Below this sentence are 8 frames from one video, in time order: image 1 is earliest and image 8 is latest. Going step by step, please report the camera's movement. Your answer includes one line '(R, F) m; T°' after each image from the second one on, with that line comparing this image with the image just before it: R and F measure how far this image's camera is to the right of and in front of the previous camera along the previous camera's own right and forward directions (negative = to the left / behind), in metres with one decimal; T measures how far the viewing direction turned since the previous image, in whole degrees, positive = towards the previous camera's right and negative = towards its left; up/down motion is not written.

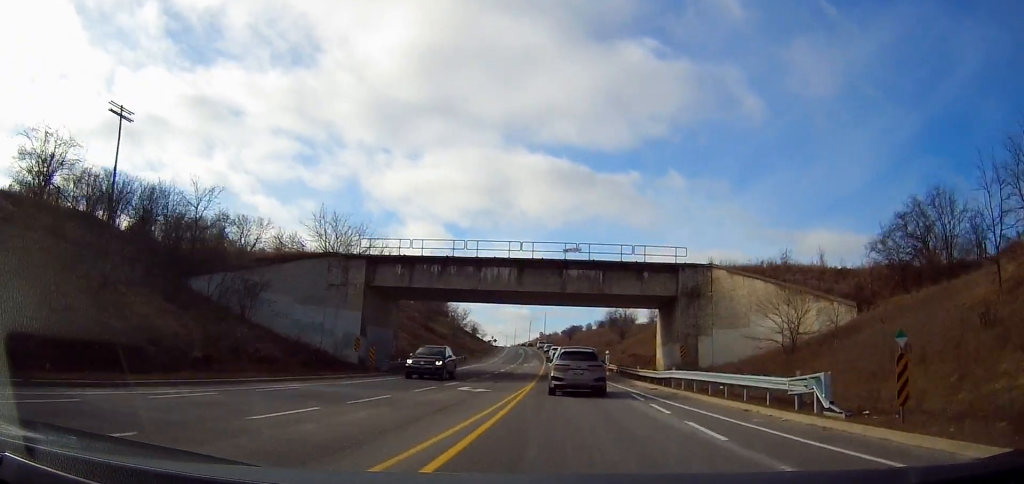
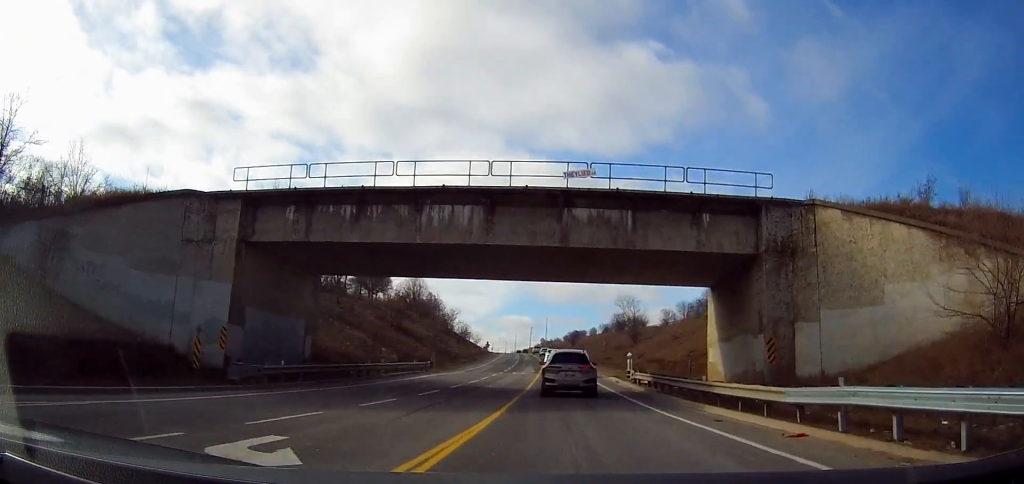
(-0.3, +17.9) m; 0°
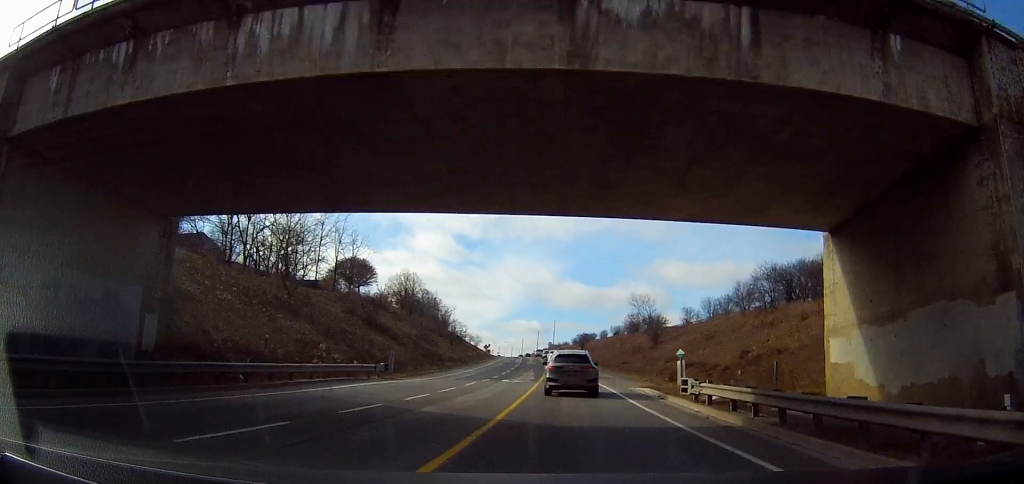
(+0.3, +15.0) m; 0°
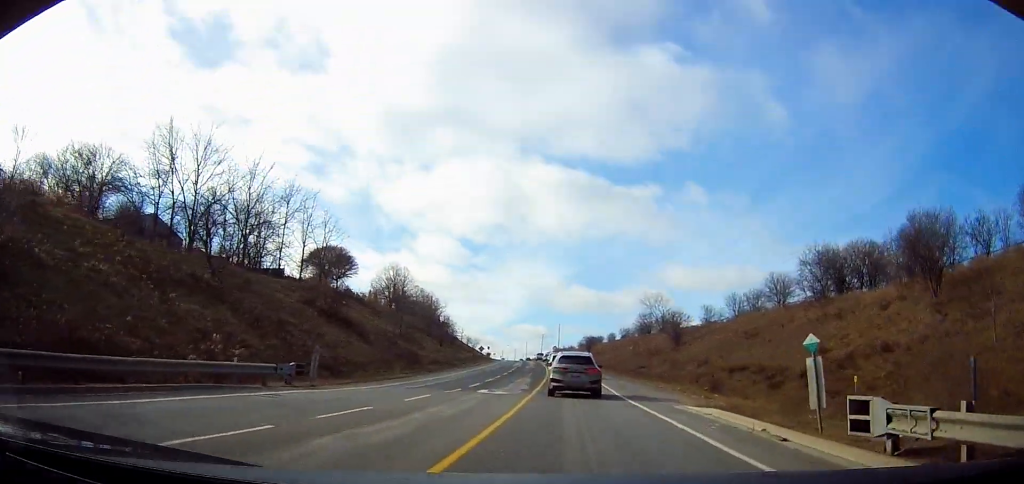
(-0.3, +12.8) m; -1°
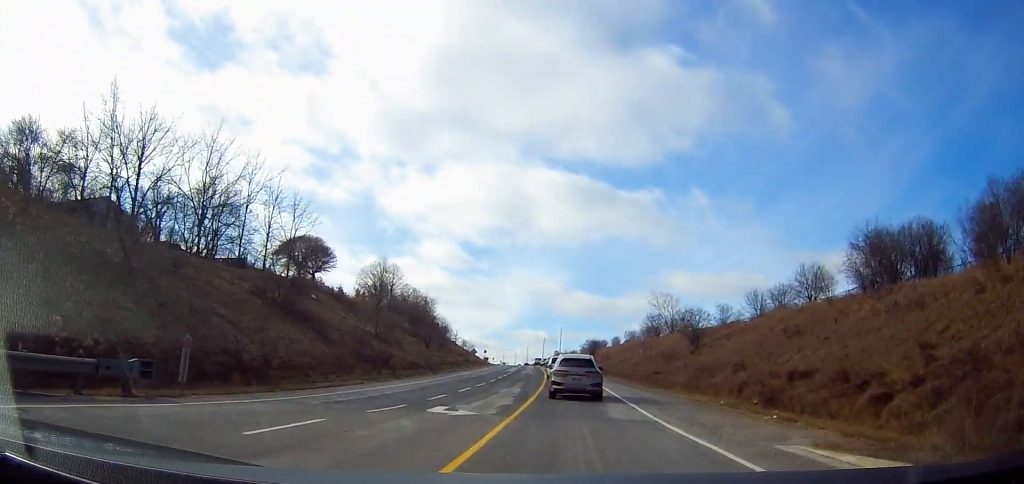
(-0.1, +9.8) m; -1°
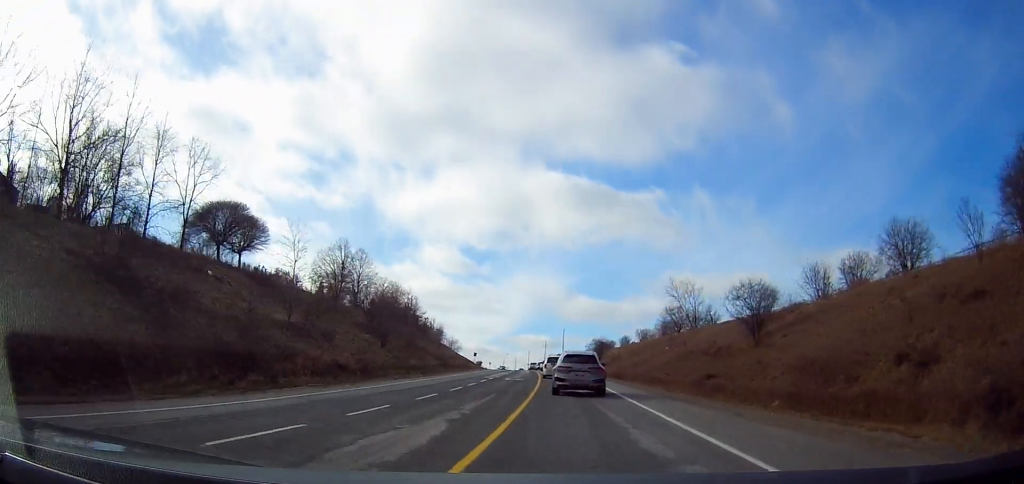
(-0.2, +20.4) m; -1°
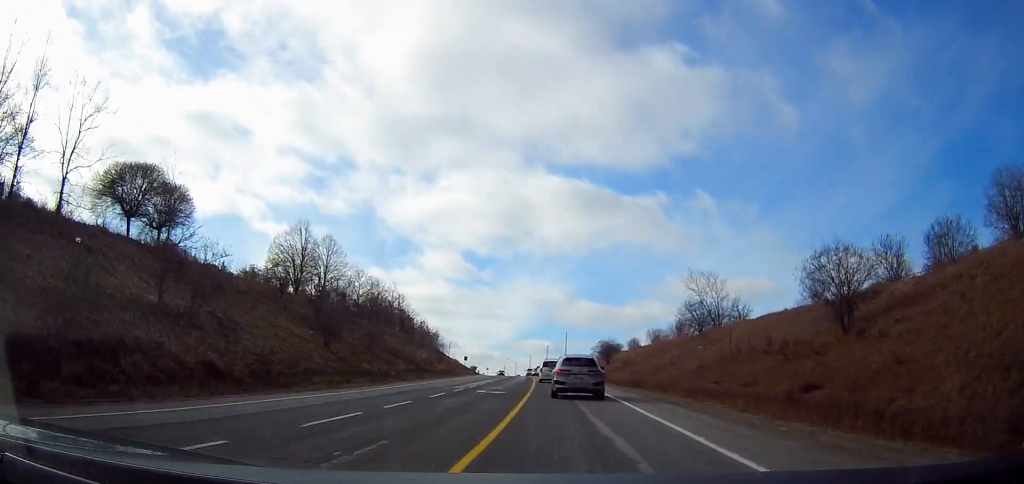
(-0.3, +14.8) m; 0°
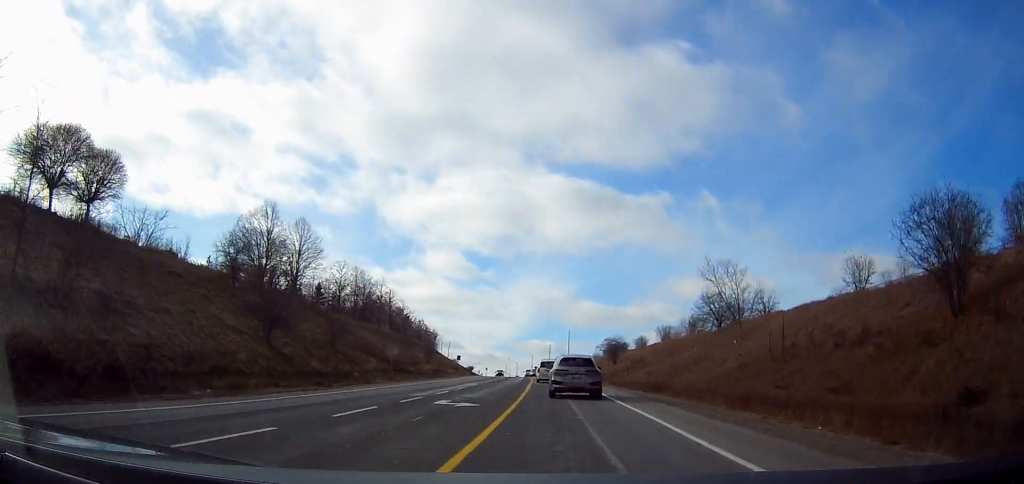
(+0.3, +9.7) m; 0°
